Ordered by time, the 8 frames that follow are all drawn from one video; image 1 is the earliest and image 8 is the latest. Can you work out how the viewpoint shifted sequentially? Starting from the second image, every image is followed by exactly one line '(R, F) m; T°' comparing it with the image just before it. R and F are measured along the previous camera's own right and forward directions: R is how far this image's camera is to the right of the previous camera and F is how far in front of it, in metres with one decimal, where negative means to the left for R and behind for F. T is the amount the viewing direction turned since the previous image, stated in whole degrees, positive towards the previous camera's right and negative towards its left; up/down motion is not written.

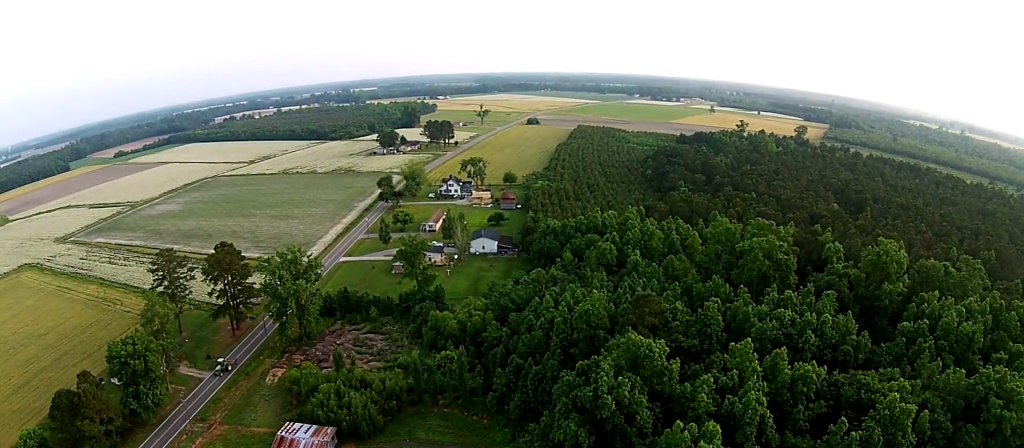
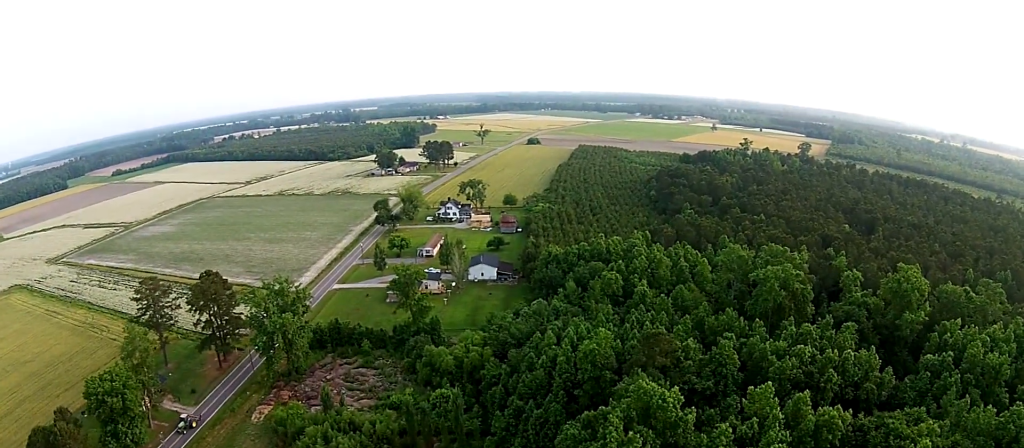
(+0.1, +10.8) m; +1°
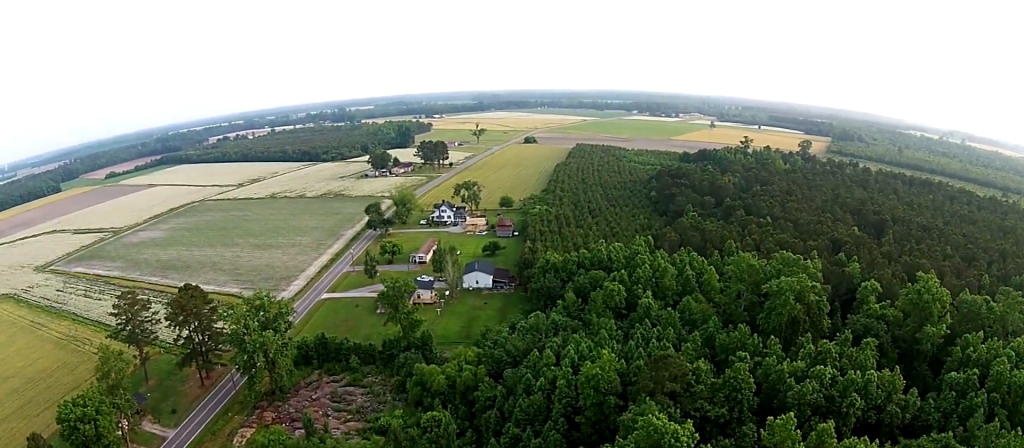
(+0.1, +10.6) m; 0°
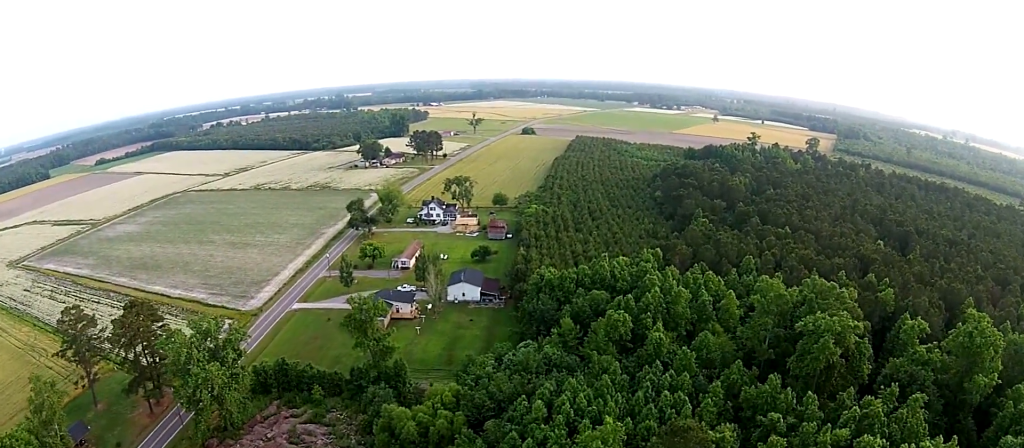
(0.0, +22.0) m; 0°
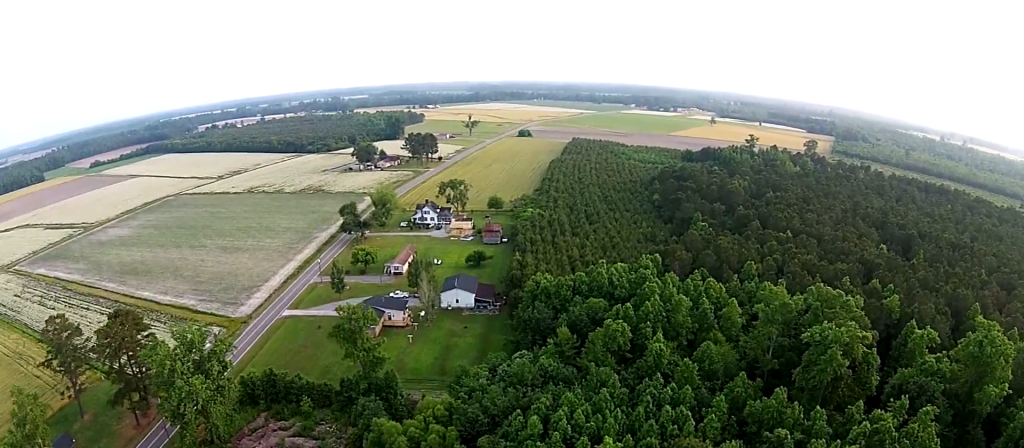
(0.0, +4.6) m; -1°
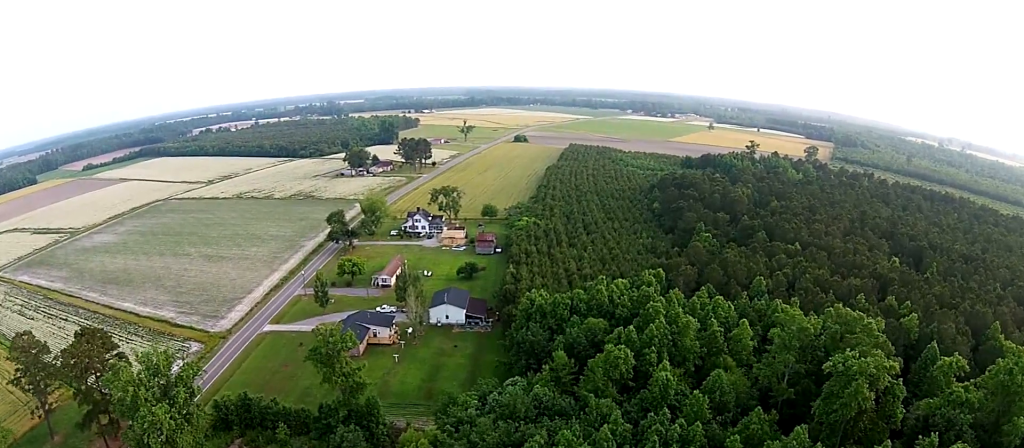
(-0.1, +10.3) m; -2°
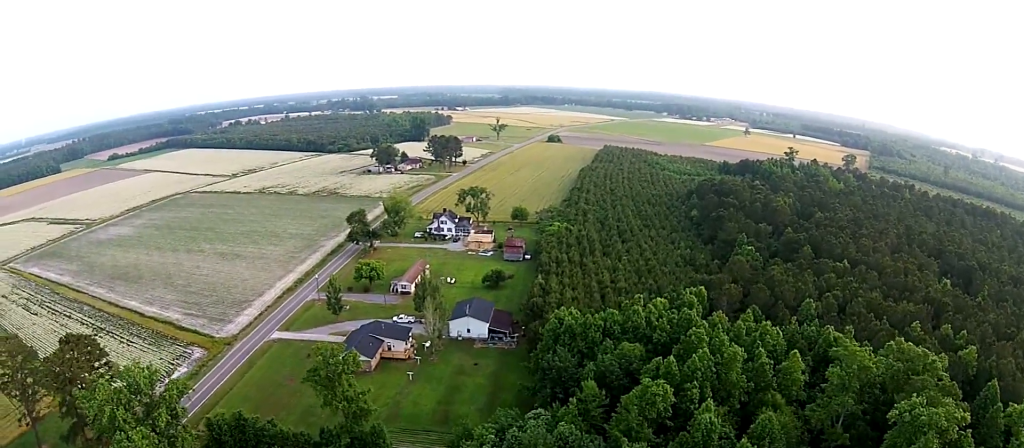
(-0.4, +12.8) m; -3°
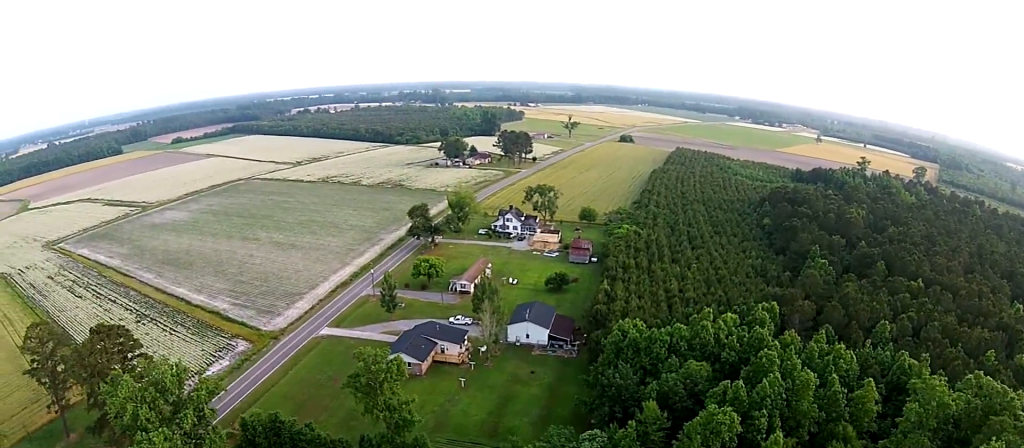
(-0.1, +7.5) m; -2°
